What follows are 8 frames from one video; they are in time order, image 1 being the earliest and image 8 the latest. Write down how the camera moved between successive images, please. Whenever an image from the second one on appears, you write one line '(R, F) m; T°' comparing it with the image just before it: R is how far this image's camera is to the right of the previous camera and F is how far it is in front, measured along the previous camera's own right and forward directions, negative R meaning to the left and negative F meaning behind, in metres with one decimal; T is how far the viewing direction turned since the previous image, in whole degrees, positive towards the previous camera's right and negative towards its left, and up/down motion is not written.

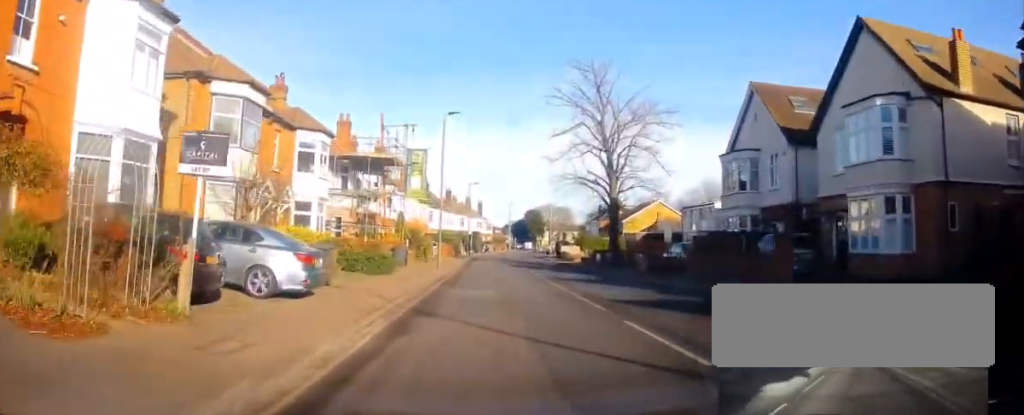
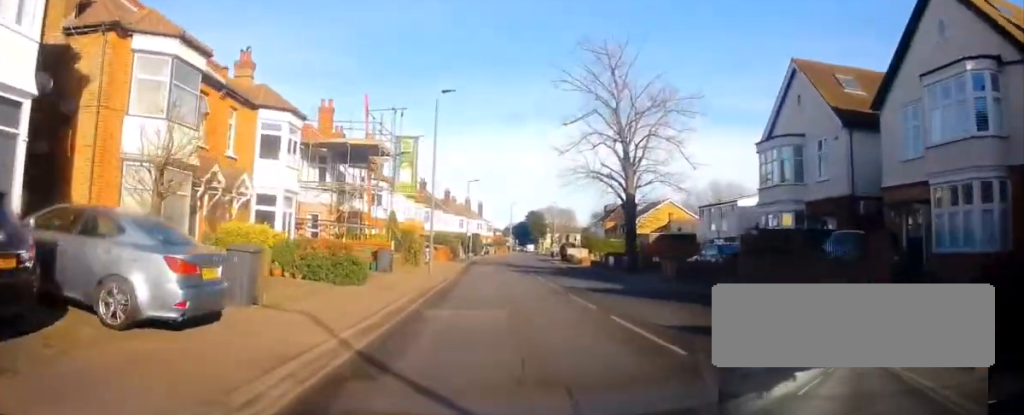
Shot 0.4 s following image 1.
(-0.1, +5.2) m; 0°
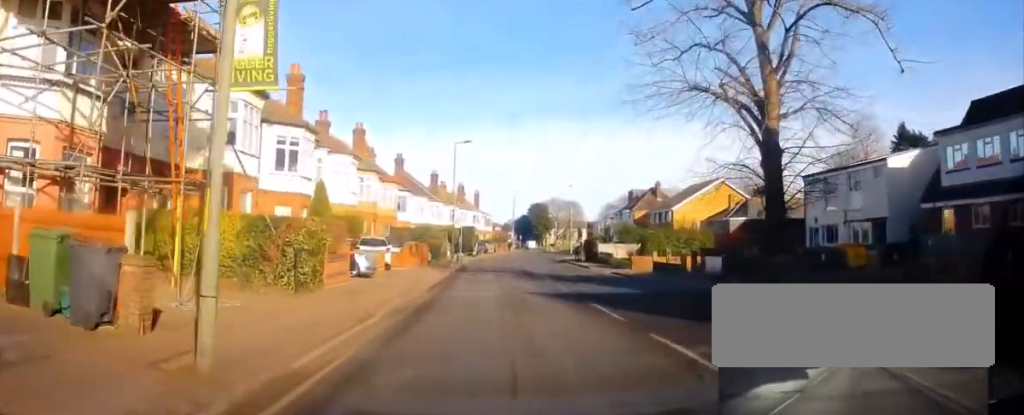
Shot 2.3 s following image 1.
(+0.2, +20.9) m; +1°
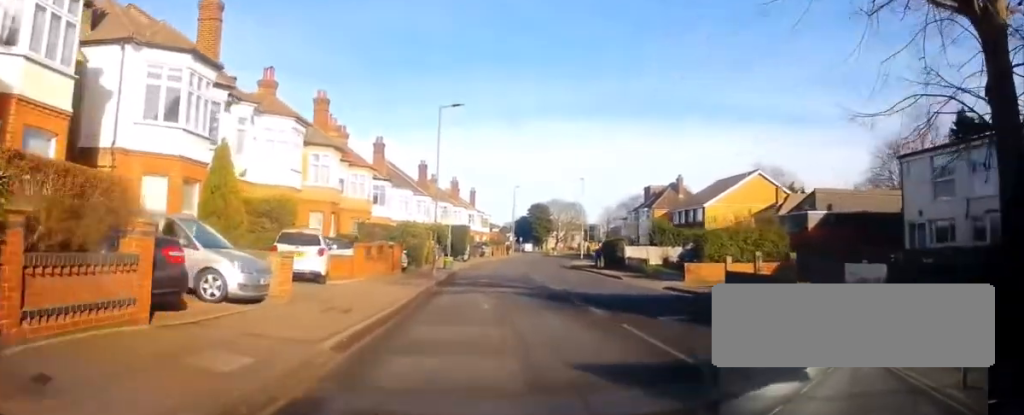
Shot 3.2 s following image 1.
(0.0, +10.6) m; 0°
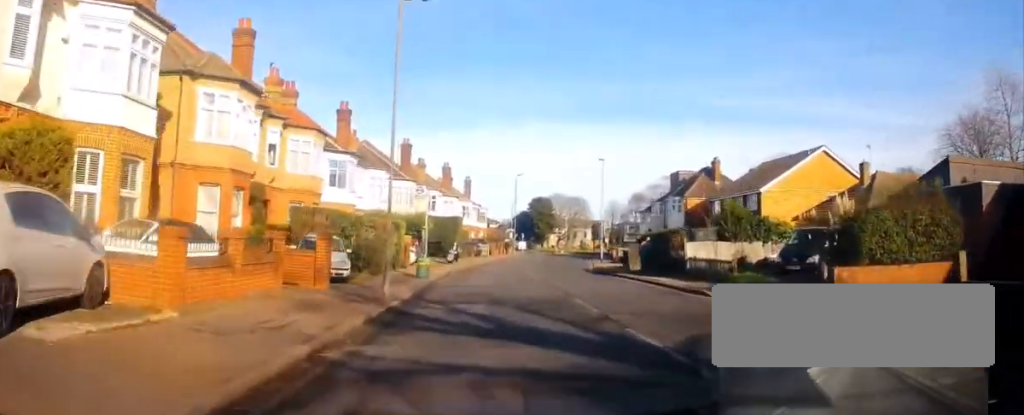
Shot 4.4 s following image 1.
(0.0, +12.5) m; +2°
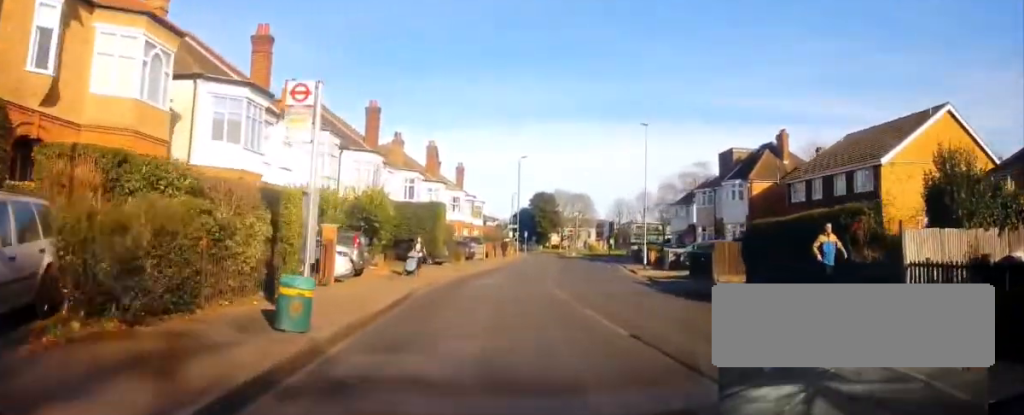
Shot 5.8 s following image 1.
(+0.6, +15.4) m; +3°
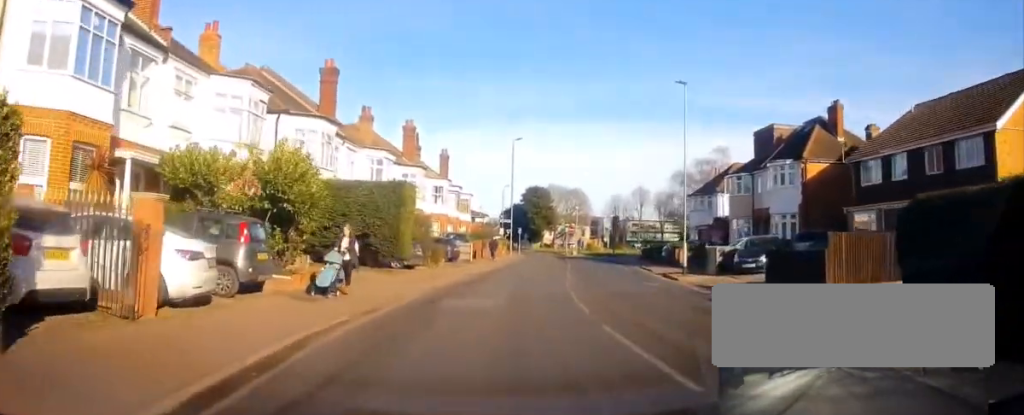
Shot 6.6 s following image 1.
(-0.2, +9.4) m; 0°
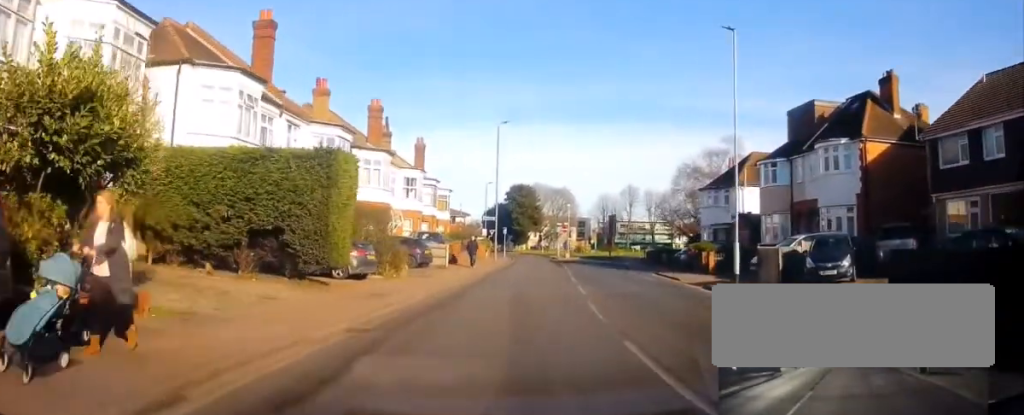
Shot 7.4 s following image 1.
(+0.1, +7.6) m; +1°
